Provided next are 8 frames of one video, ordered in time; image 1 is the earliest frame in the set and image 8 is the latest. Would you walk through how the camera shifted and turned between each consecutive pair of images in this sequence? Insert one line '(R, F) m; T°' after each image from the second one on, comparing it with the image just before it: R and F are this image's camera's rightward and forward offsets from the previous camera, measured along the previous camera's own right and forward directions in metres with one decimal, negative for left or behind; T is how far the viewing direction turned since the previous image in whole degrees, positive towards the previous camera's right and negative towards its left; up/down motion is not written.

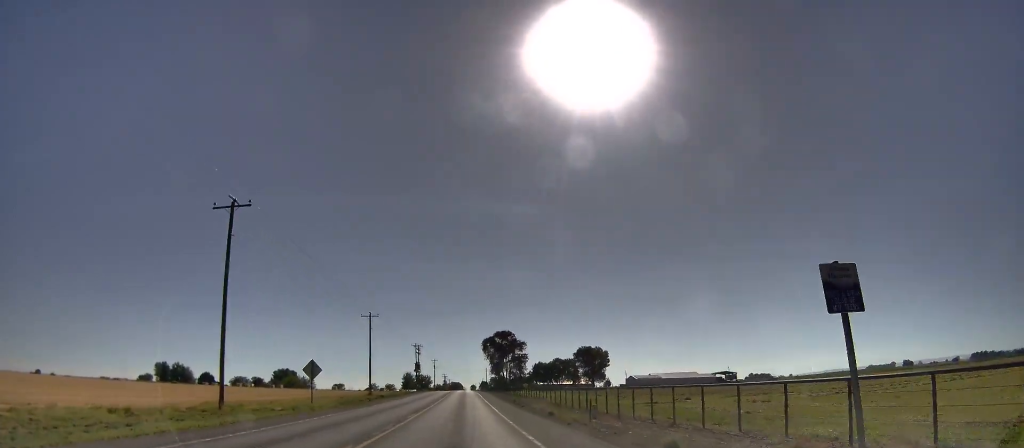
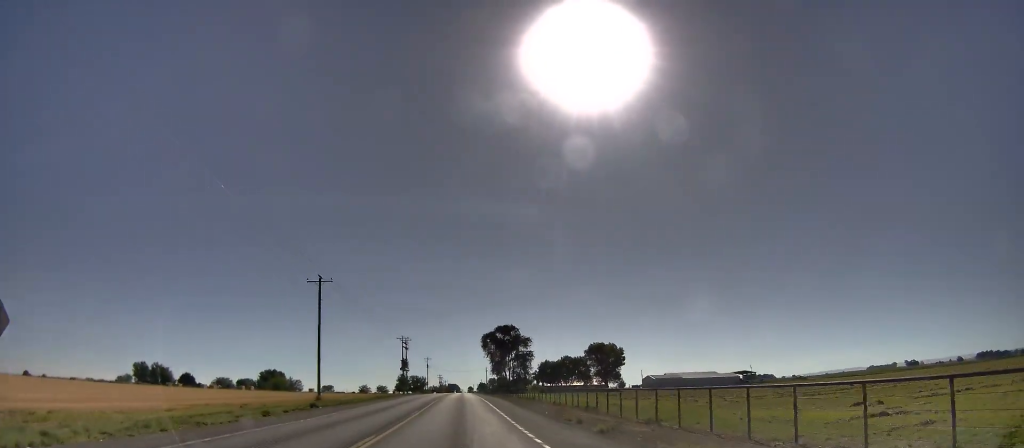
(0.0, +28.1) m; 0°
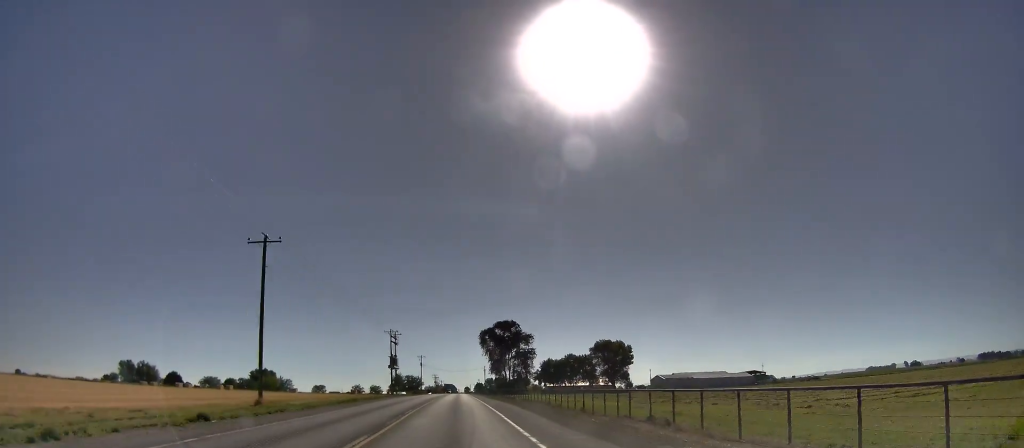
(0.0, +15.1) m; +1°
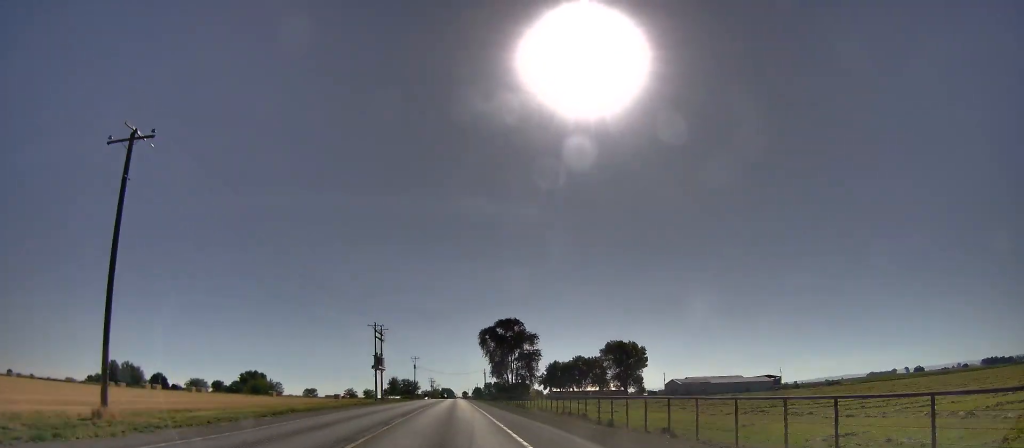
(+0.1, +18.1) m; +1°
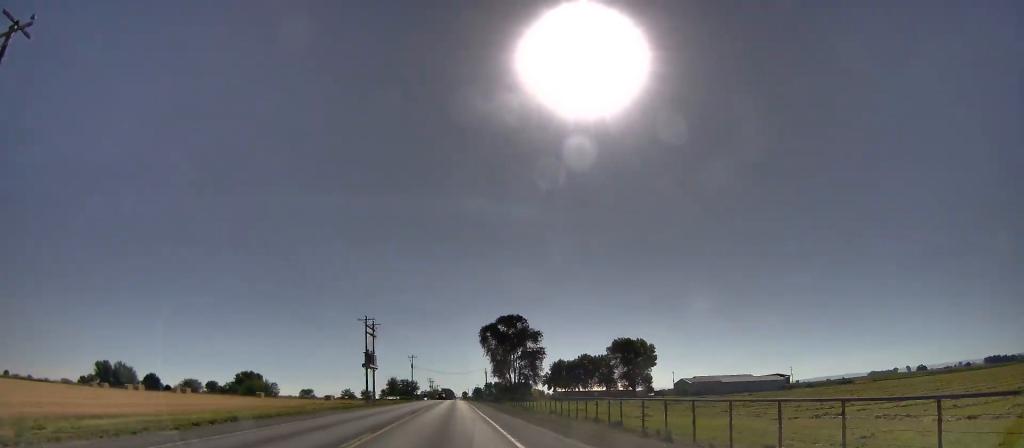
(+0.5, +9.0) m; -1°
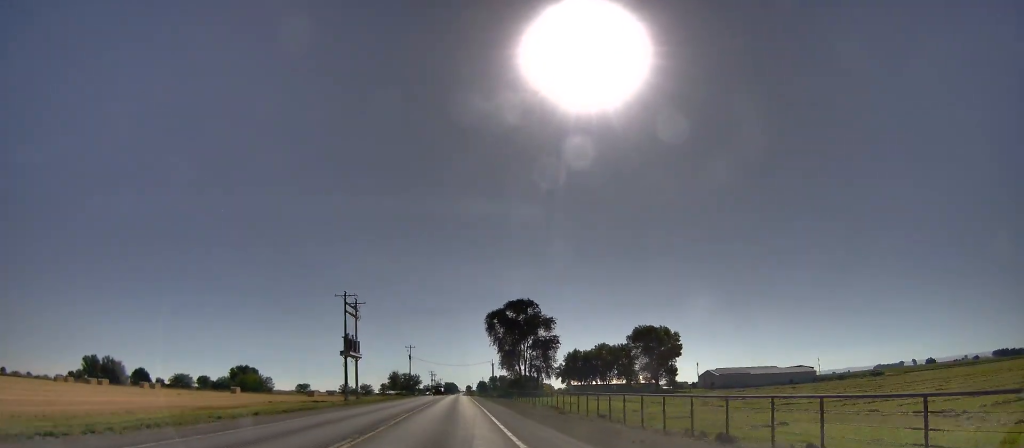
(-0.3, +17.8) m; -2°
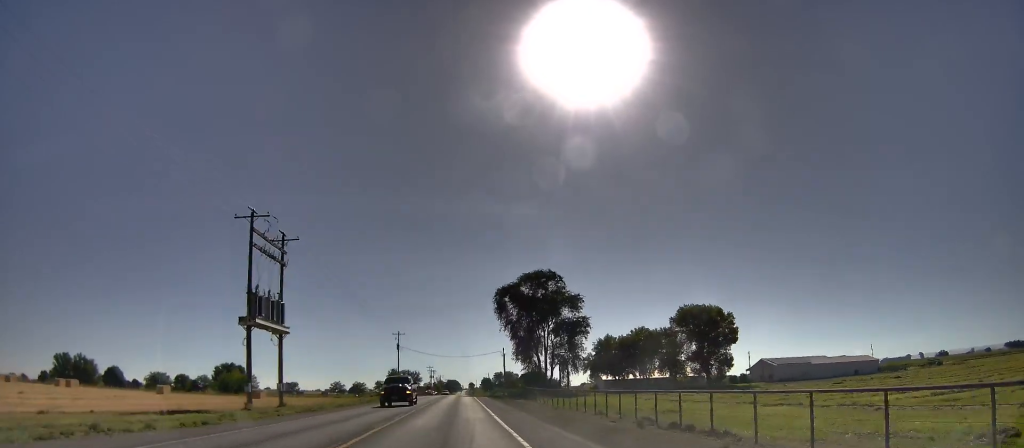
(-0.8, +31.8) m; +1°
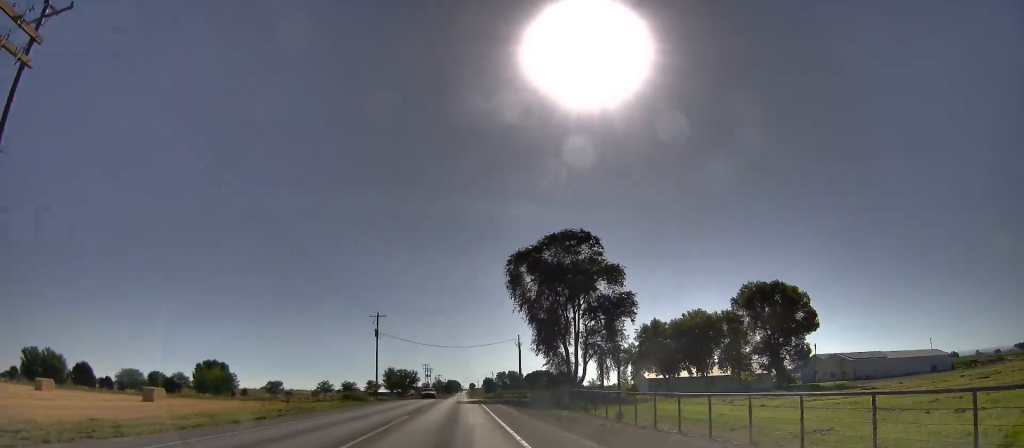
(+0.3, +29.7) m; +1°
